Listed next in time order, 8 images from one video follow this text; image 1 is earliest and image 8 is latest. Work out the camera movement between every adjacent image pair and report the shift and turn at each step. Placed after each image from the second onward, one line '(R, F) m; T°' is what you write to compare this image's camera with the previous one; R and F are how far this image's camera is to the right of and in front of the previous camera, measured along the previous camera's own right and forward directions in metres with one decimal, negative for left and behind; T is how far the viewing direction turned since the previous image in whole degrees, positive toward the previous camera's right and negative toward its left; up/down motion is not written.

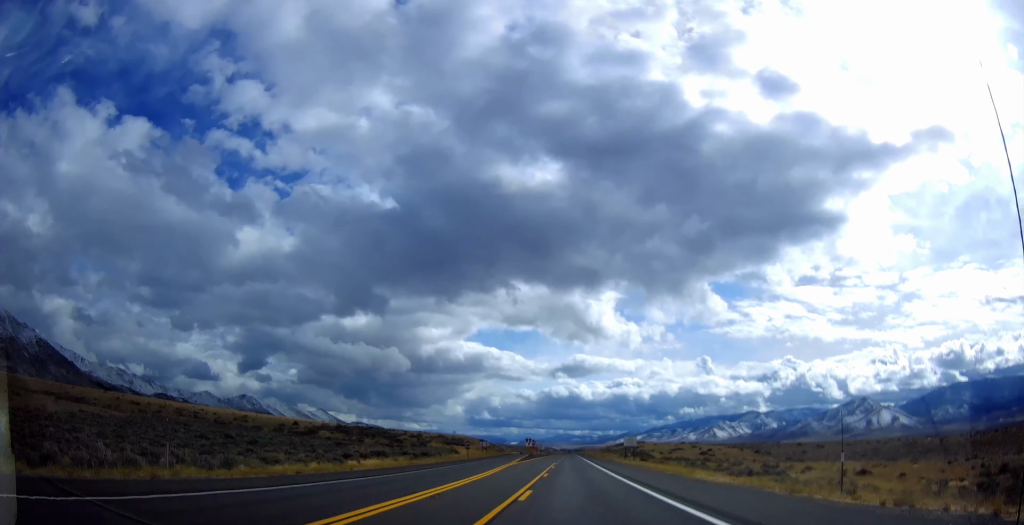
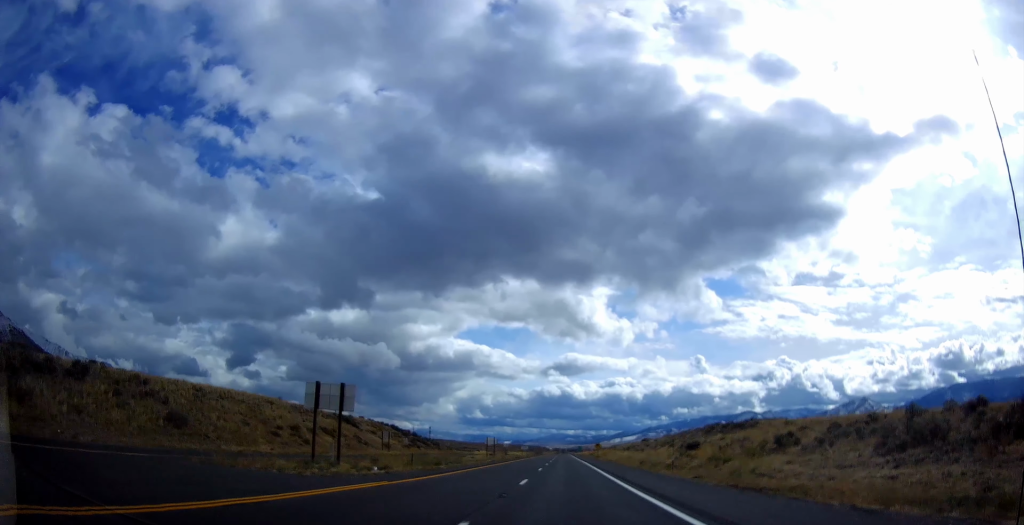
(+1.2, +181.8) m; 0°
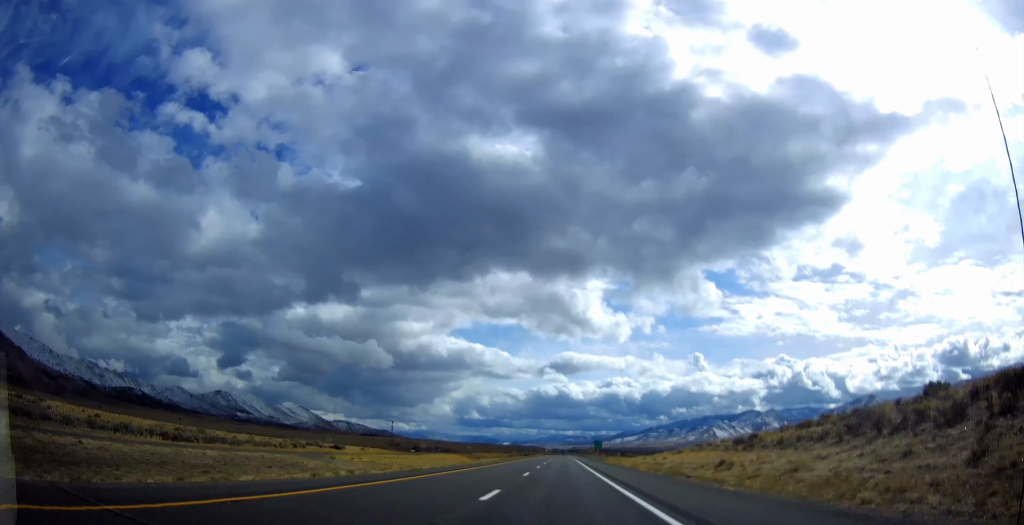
(-0.7, +242.0) m; 0°
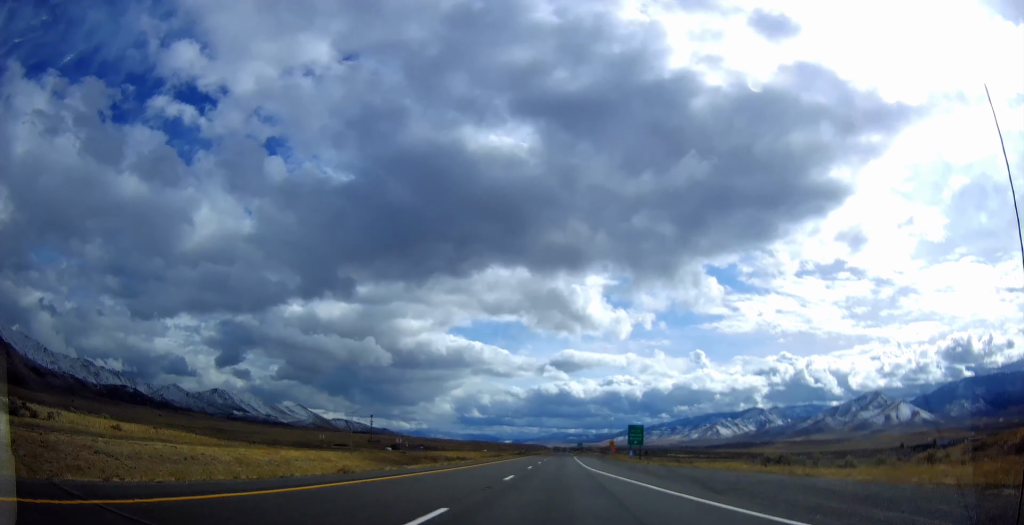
(+0.3, +98.2) m; +1°
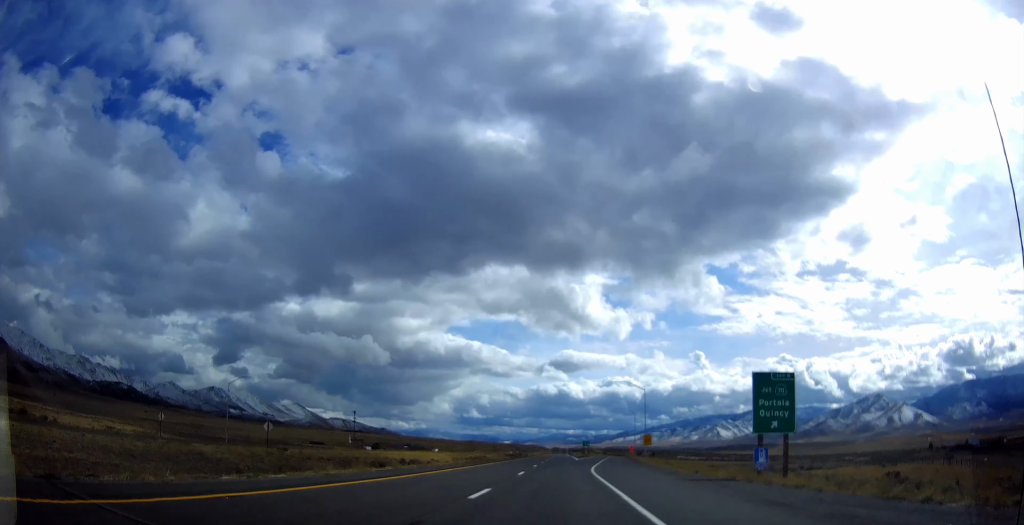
(-0.6, +60.5) m; +1°
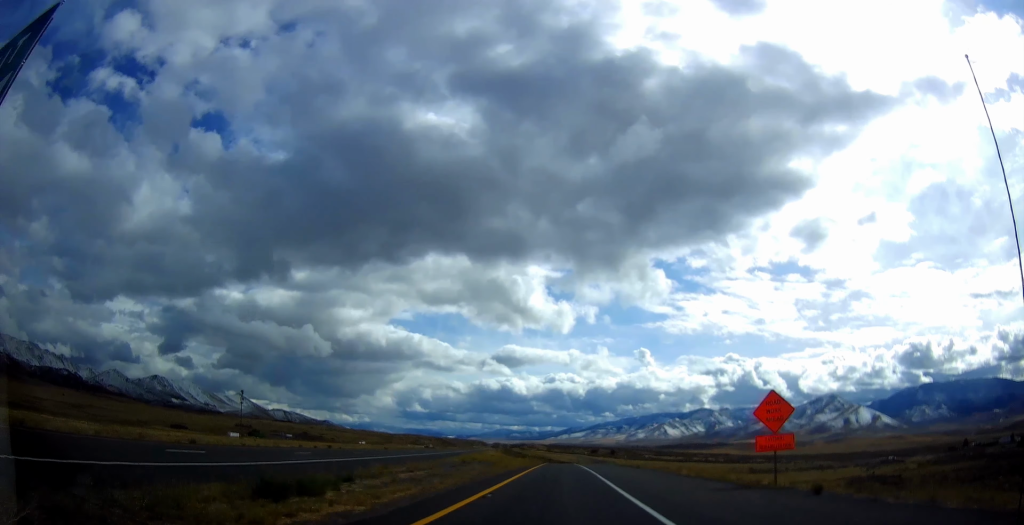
(+3.8, +137.1) m; +2°
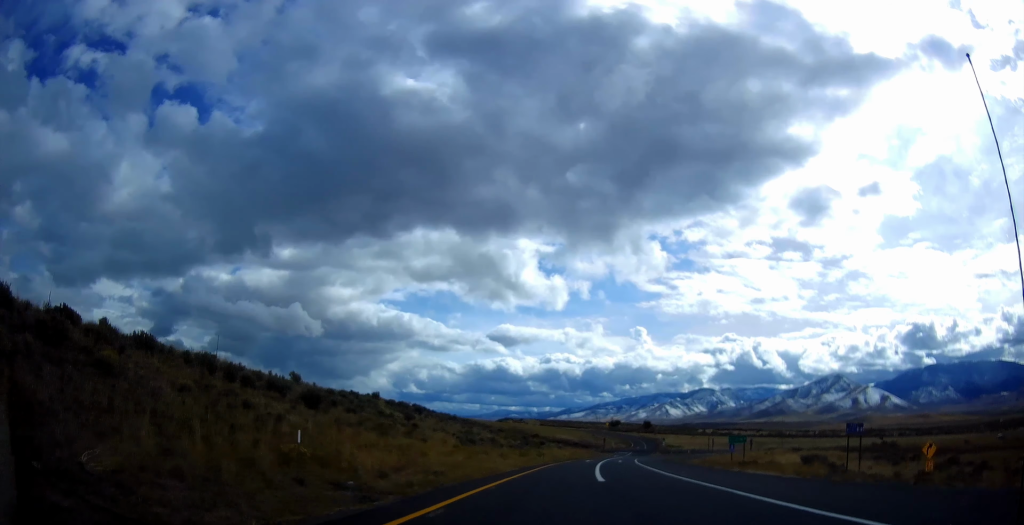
(+3.0, +191.8) m; +1°
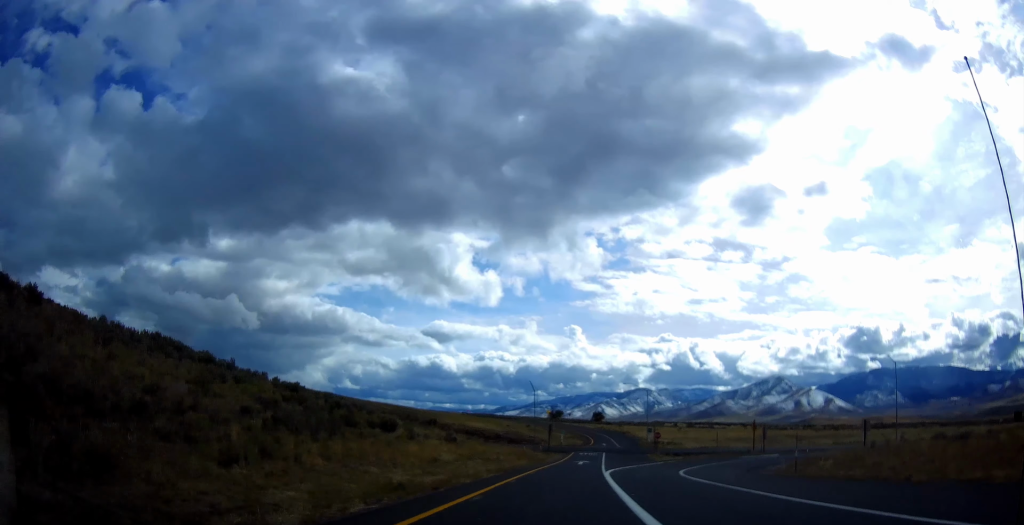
(+0.4, +59.1) m; +1°
